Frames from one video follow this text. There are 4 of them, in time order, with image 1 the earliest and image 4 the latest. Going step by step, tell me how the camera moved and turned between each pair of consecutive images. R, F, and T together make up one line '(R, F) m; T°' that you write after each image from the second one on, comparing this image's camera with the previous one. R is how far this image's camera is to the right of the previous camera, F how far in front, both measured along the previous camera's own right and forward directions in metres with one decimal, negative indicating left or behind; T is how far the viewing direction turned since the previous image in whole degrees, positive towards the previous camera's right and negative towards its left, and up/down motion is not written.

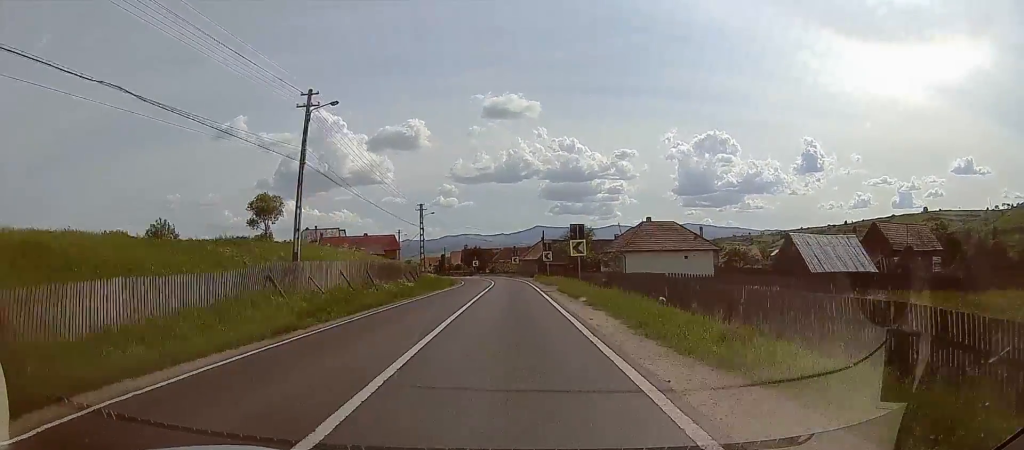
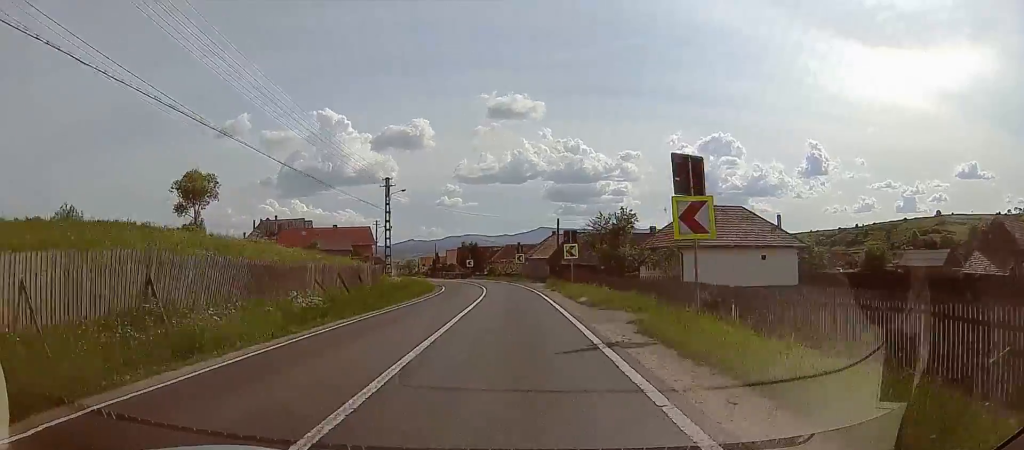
(+0.6, +16.5) m; +1°
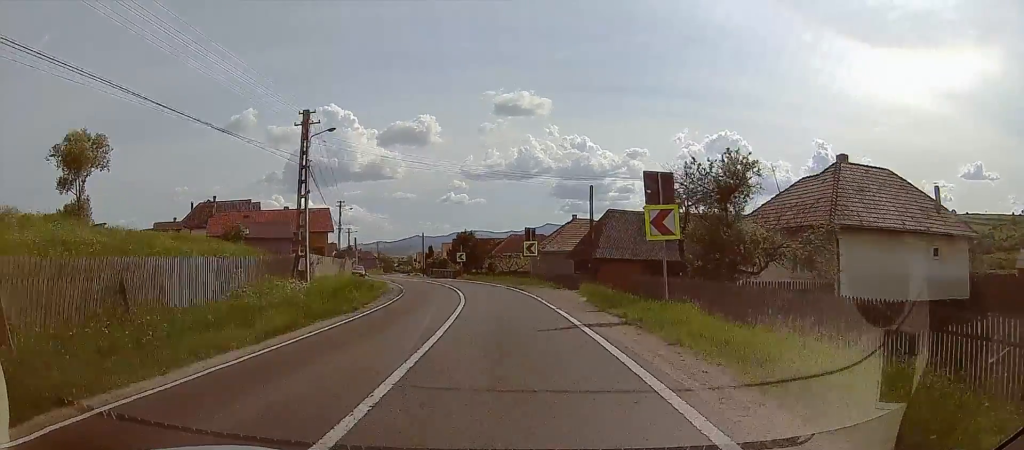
(-0.5, +15.2) m; -3°
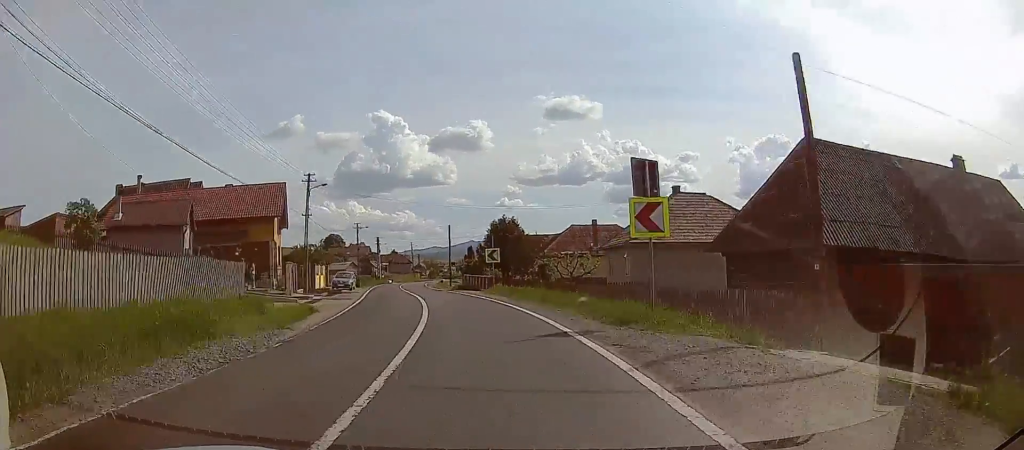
(-0.6, +18.8) m; -3°
